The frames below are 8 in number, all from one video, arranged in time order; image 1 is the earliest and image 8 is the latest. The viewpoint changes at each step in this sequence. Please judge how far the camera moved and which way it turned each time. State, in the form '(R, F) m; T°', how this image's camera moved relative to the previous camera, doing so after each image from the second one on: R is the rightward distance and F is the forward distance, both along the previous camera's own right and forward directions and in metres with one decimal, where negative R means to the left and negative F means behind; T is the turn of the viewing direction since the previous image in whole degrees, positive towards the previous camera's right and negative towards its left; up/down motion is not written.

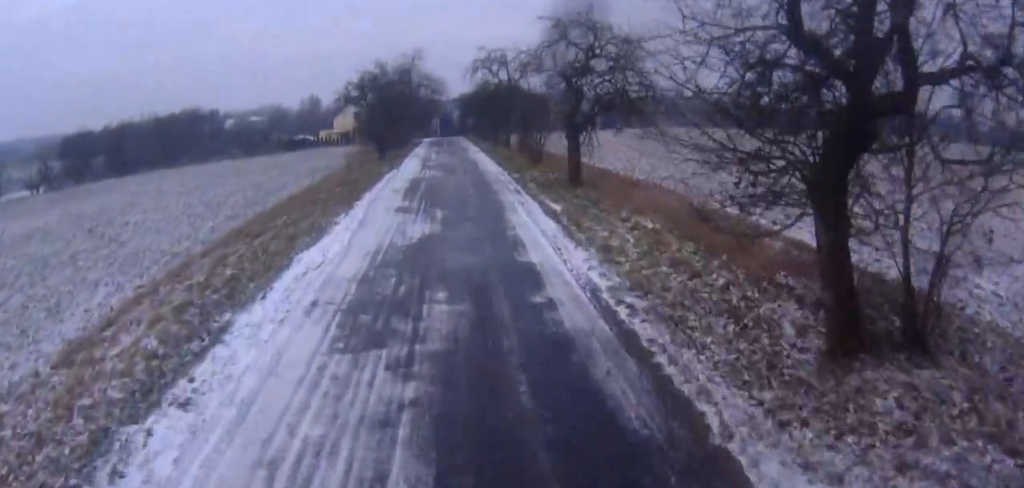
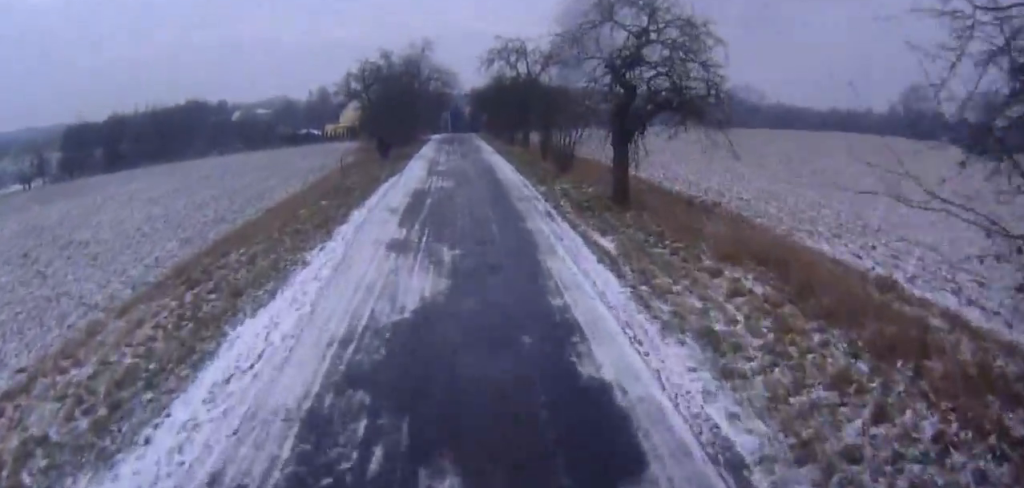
(-0.1, +5.5) m; -1°
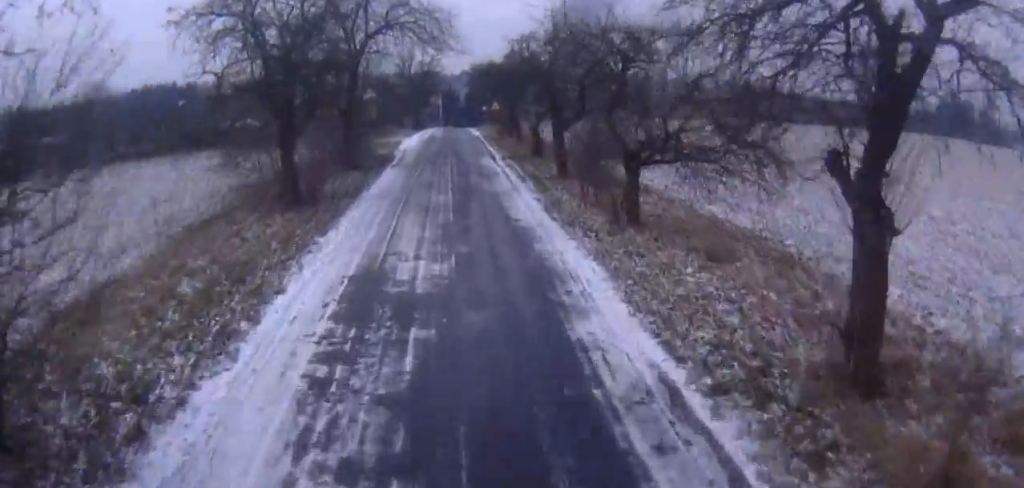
(-1.5, +37.4) m; -3°
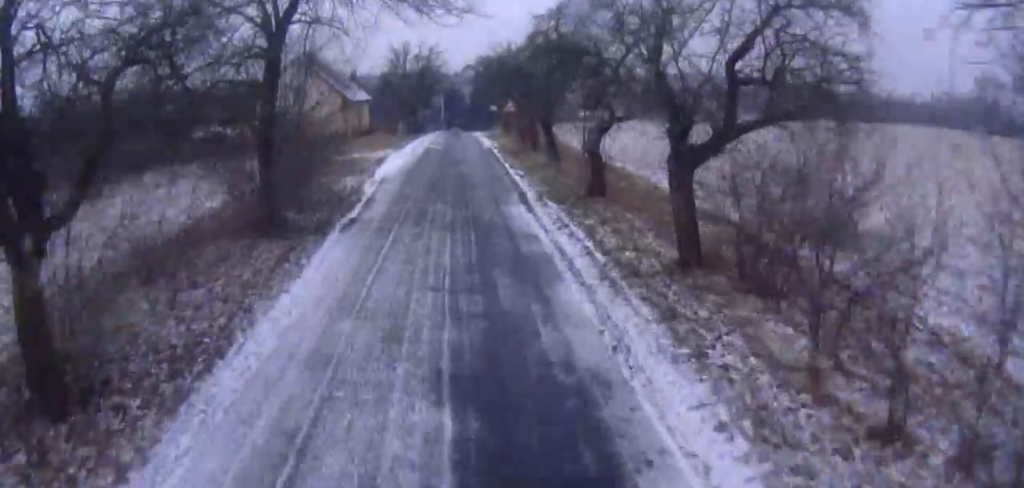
(+0.1, +13.2) m; -2°
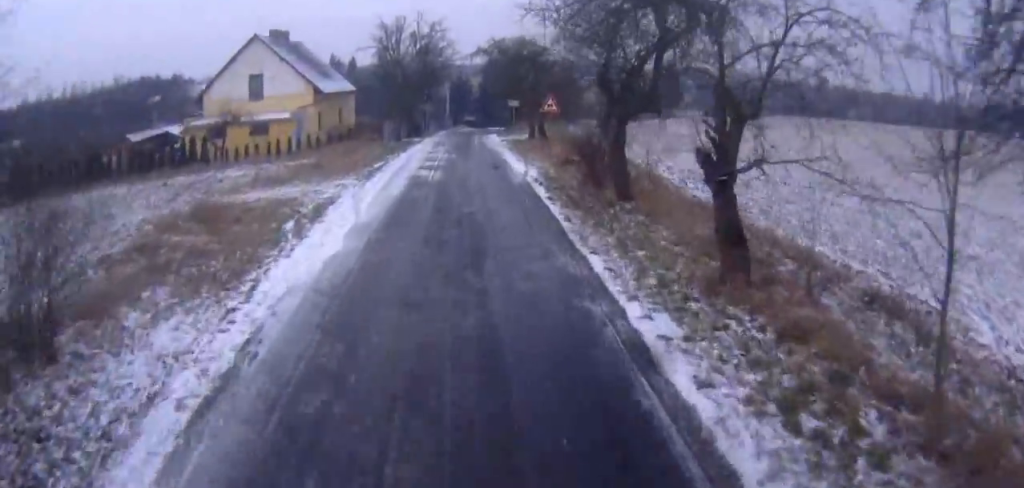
(-0.9, +17.5) m; -3°
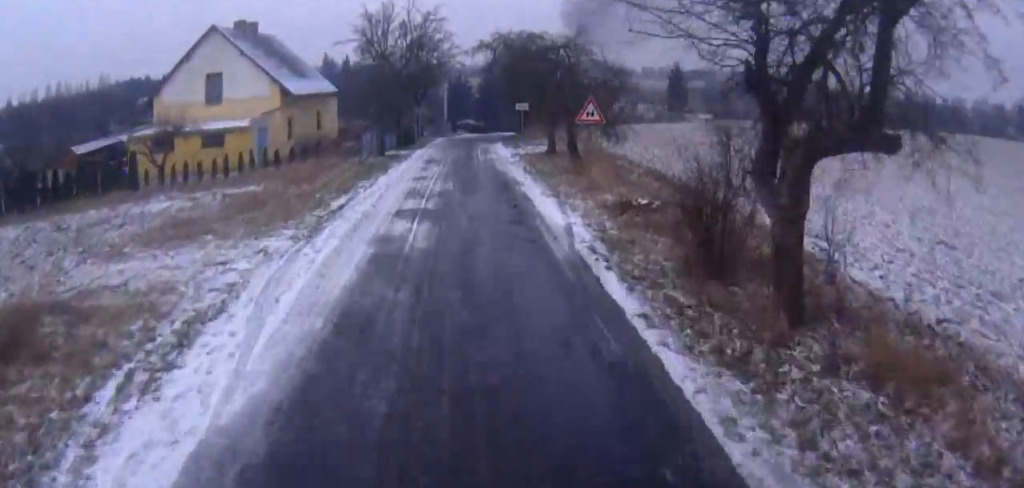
(0.0, +9.6) m; 0°
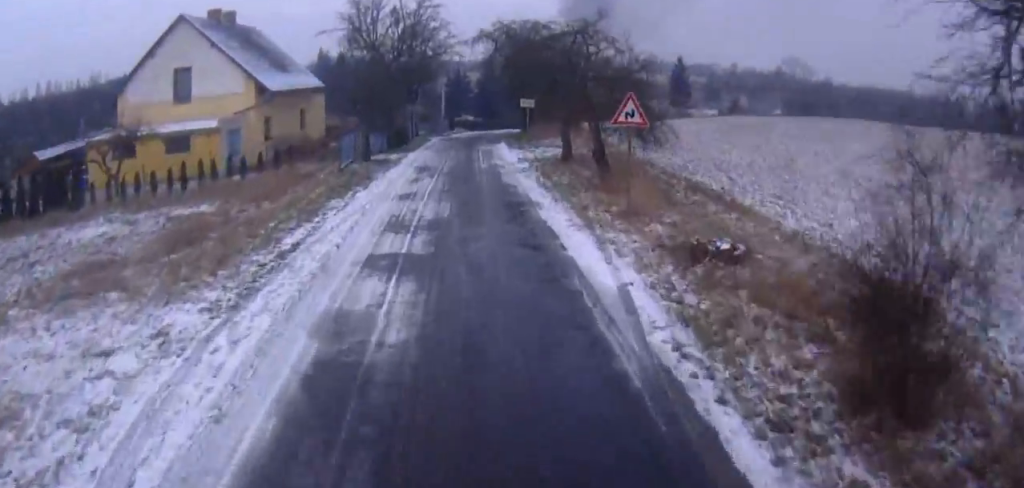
(+0.1, +5.2) m; 0°
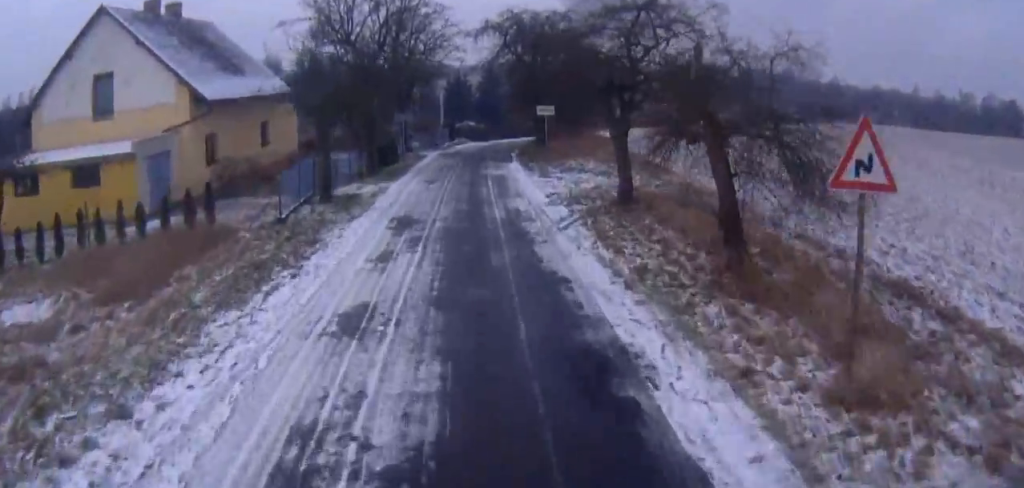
(0.0, +9.9) m; 0°
